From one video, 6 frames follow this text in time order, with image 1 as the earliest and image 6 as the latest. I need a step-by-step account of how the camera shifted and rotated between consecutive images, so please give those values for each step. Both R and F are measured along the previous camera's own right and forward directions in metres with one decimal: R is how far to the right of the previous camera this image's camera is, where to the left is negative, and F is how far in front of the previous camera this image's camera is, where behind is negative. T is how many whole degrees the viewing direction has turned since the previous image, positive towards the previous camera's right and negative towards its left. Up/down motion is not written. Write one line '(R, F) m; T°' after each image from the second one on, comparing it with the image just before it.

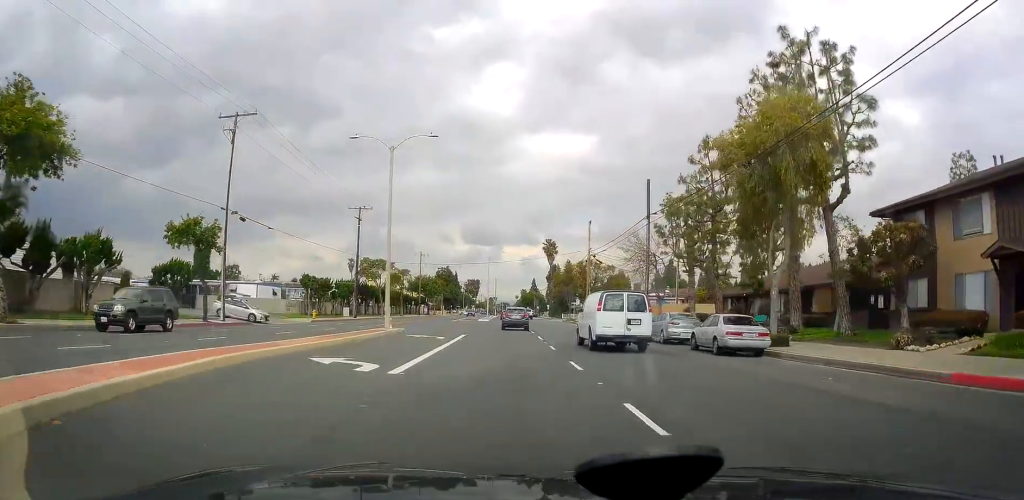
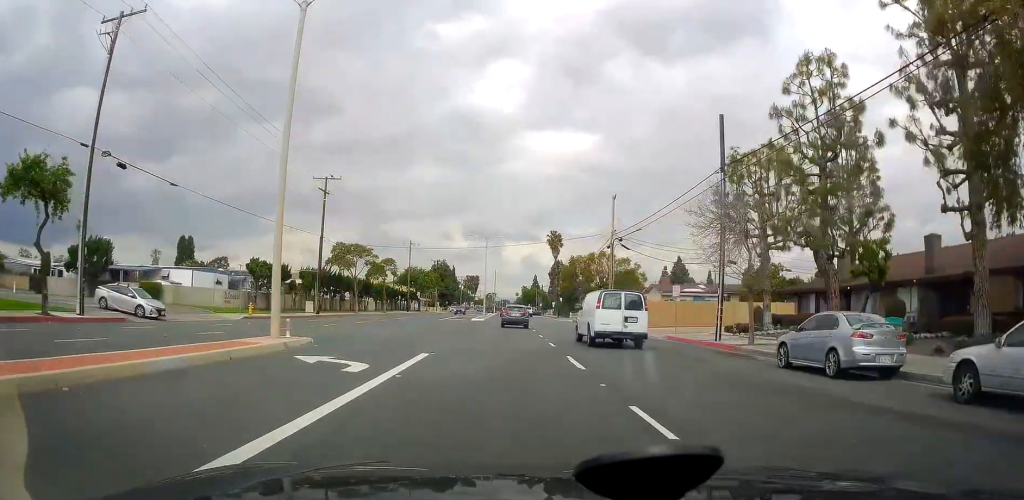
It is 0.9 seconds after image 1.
(0.0, +15.0) m; -3°
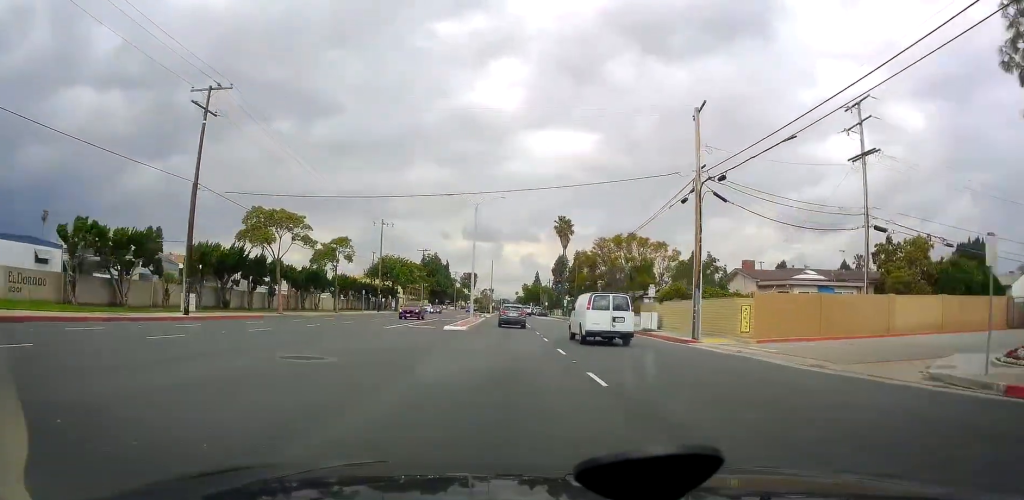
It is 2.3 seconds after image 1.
(-0.6, +25.6) m; 0°
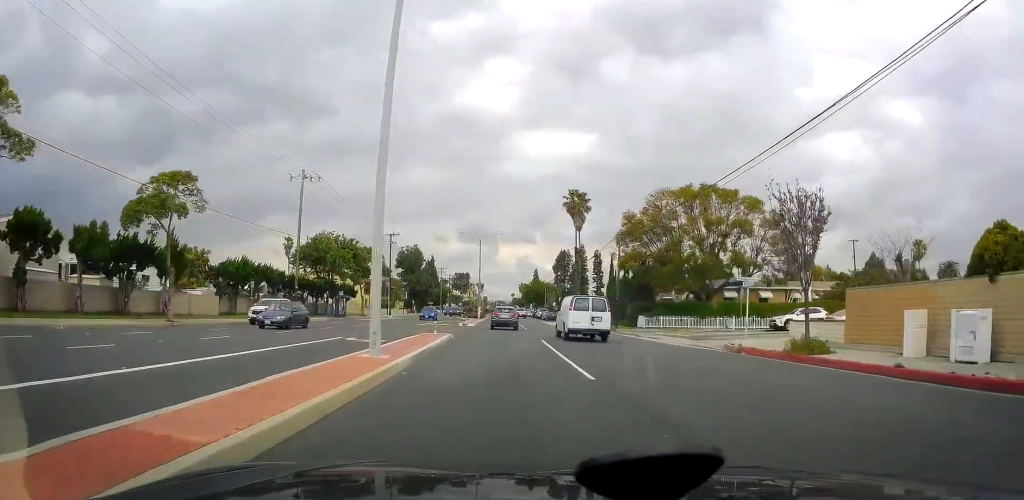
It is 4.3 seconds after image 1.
(-0.1, +33.8) m; +1°
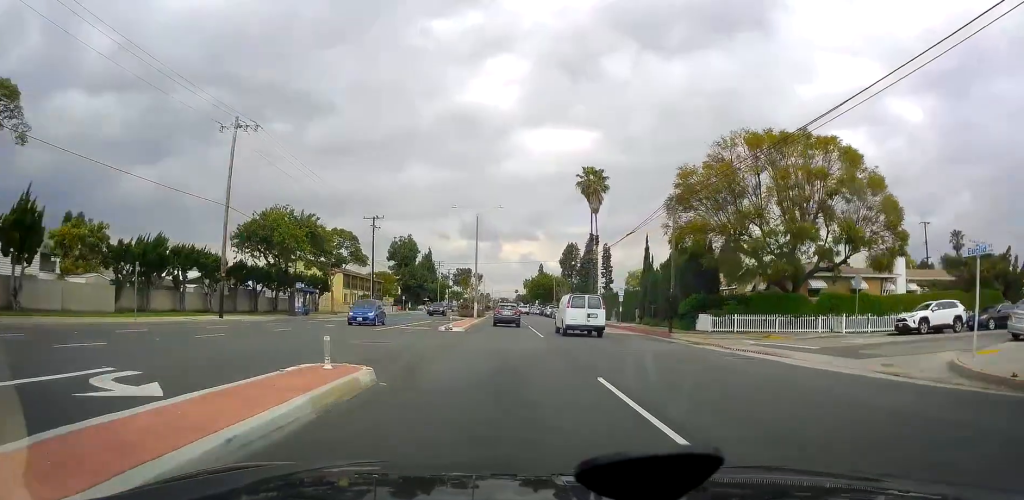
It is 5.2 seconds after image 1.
(+0.6, +15.5) m; +2°
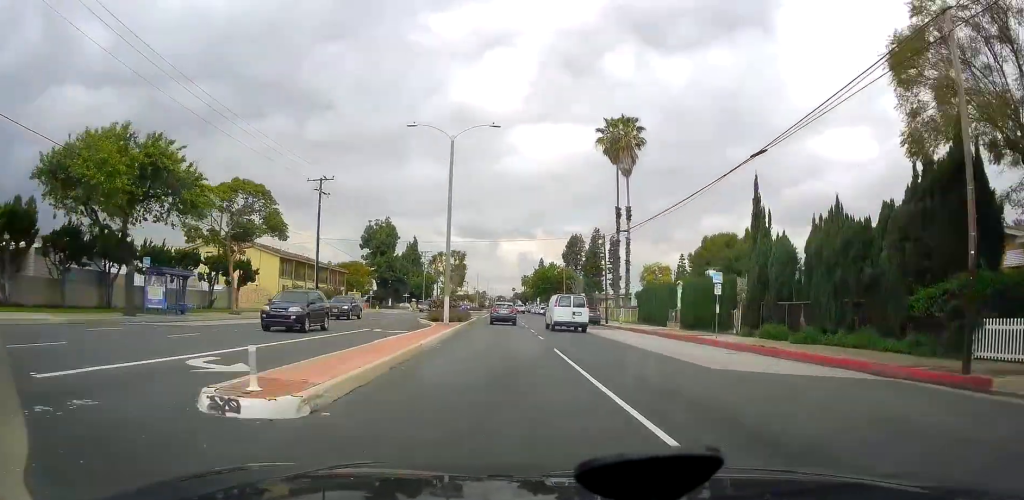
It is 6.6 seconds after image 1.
(0.0, +24.3) m; 0°
